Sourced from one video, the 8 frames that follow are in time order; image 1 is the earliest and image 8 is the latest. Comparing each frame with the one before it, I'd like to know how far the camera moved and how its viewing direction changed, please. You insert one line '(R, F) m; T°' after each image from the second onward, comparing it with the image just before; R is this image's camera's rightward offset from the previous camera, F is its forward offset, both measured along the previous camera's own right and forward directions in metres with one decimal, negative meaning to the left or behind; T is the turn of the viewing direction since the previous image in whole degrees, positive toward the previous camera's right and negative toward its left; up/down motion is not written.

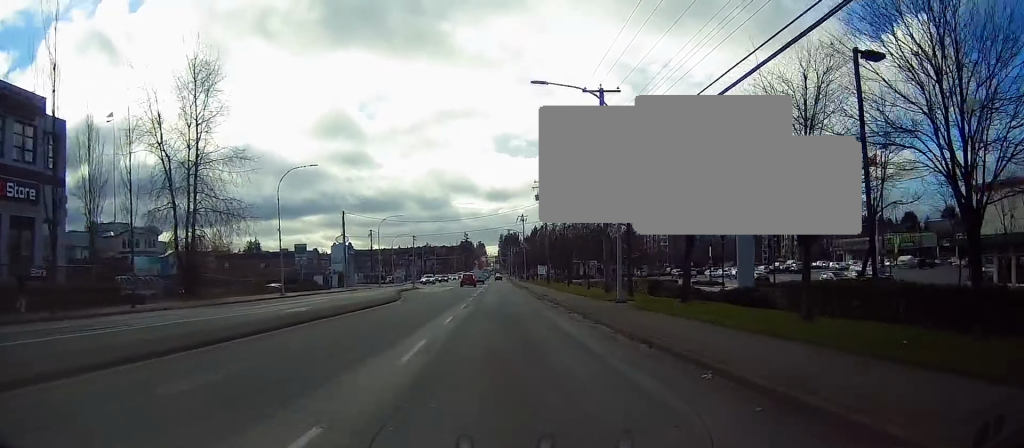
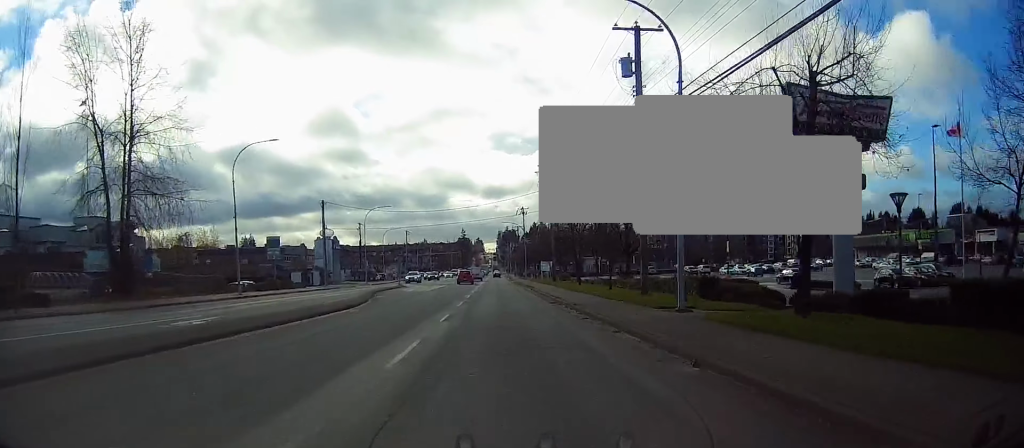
(0.0, +9.8) m; 0°
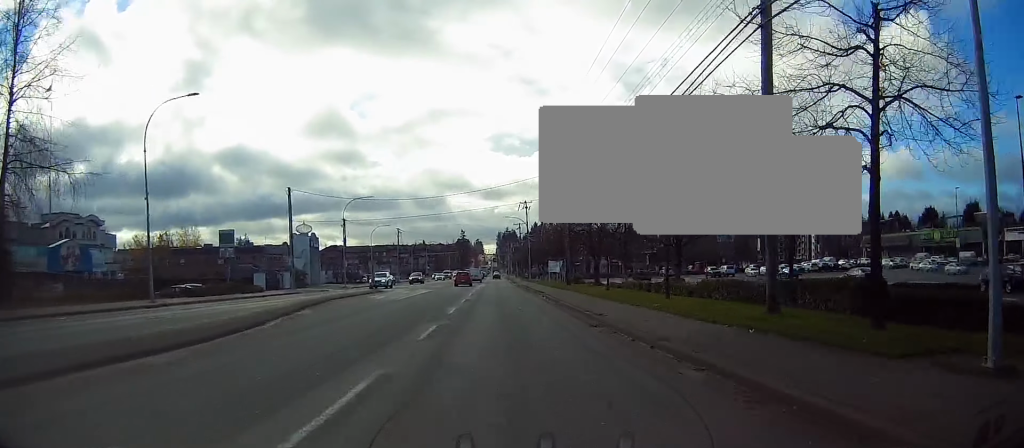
(0.0, +13.2) m; 0°
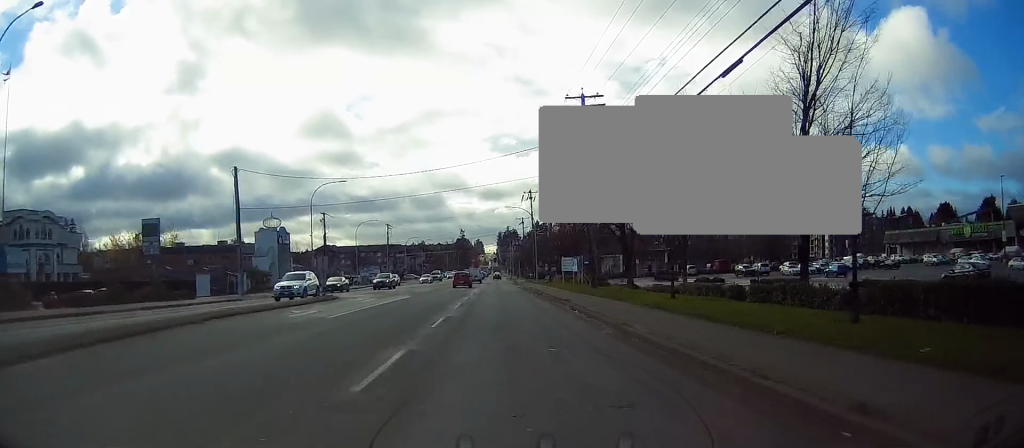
(0.0, +14.7) m; 0°
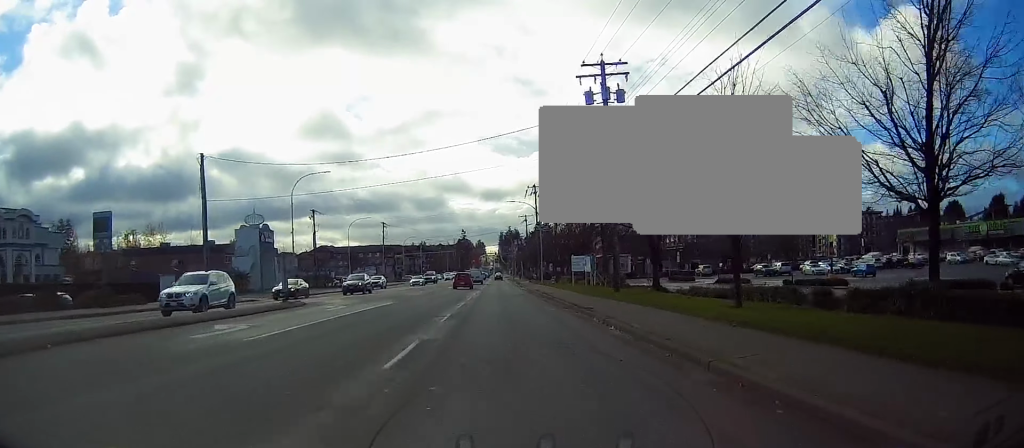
(0.0, +7.1) m; 0°
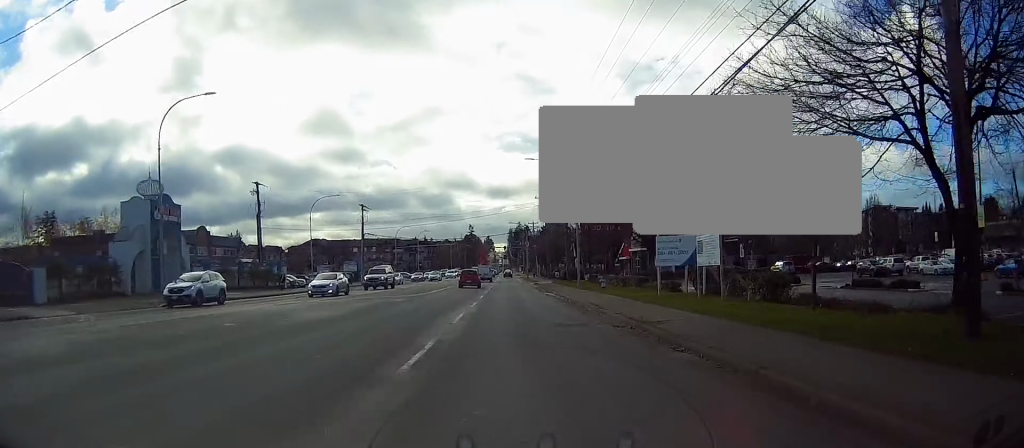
(0.0, +27.2) m; -1°
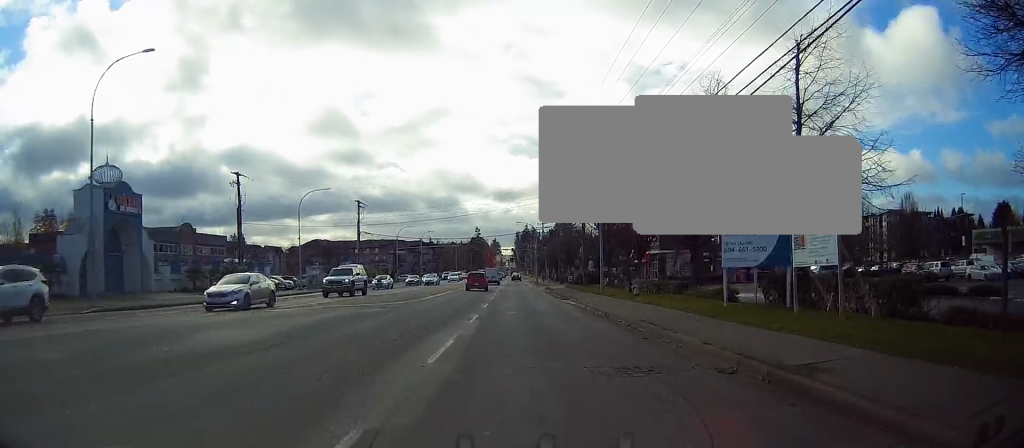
(+0.1, +7.7) m; -1°
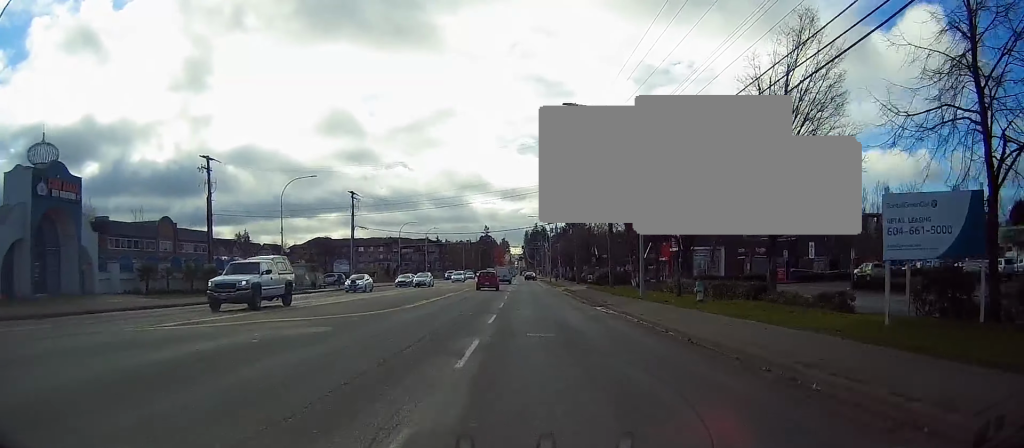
(-0.2, +9.1) m; -1°
